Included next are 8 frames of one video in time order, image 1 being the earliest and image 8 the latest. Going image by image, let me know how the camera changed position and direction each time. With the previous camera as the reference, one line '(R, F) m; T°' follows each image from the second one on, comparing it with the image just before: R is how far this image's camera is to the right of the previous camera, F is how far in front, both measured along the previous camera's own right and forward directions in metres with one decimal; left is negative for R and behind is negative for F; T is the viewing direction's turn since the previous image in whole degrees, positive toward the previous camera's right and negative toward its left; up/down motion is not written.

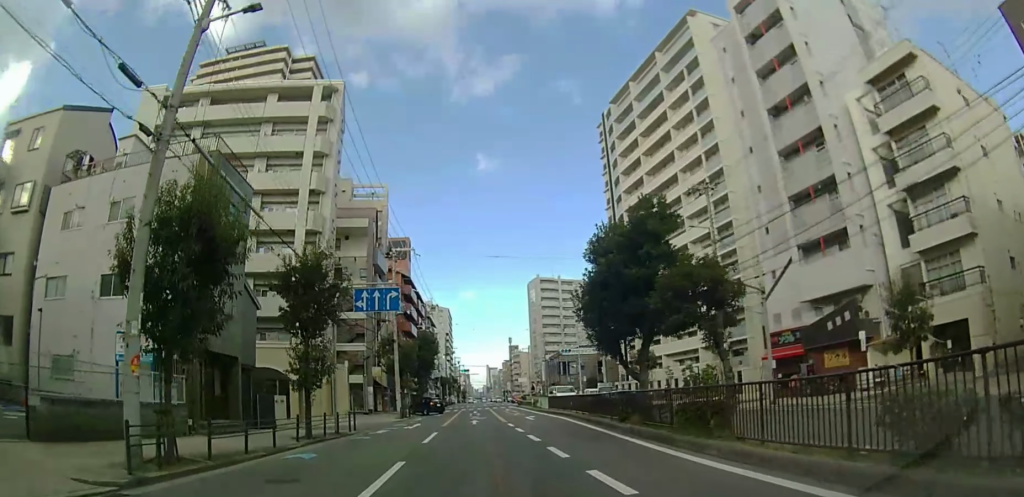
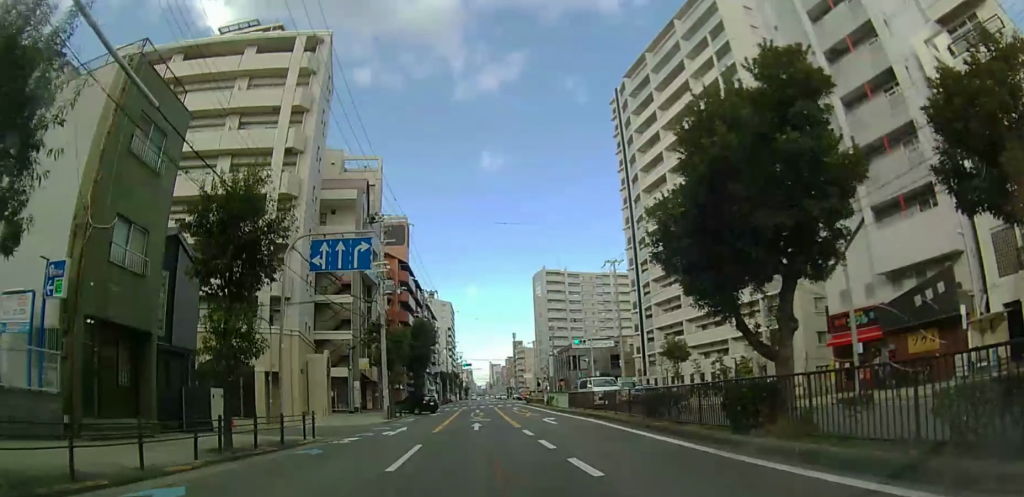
(0.0, +6.5) m; 0°
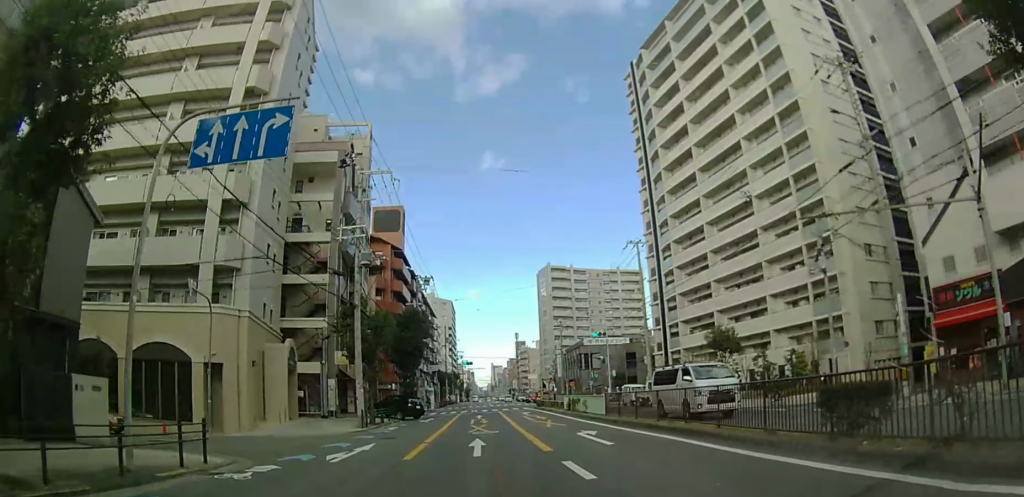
(0.0, +8.2) m; 0°
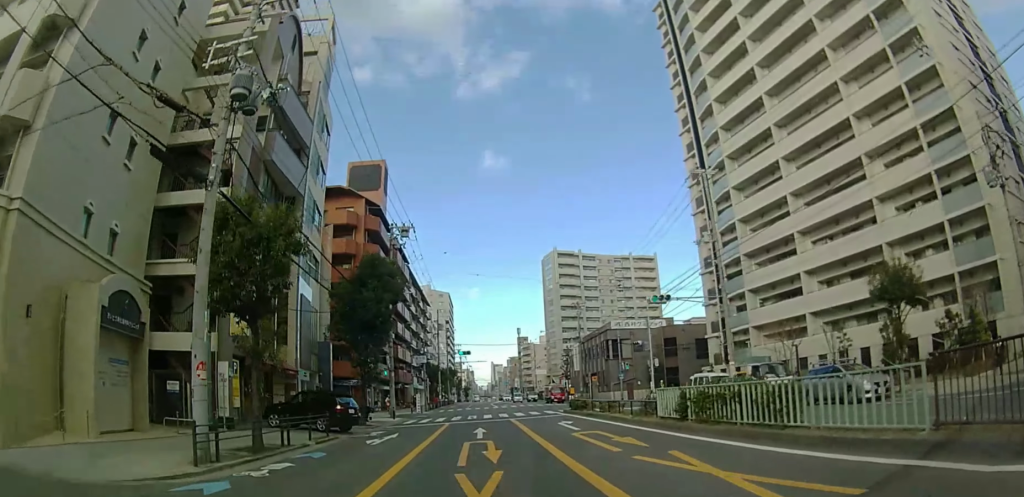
(+0.1, +16.0) m; +1°
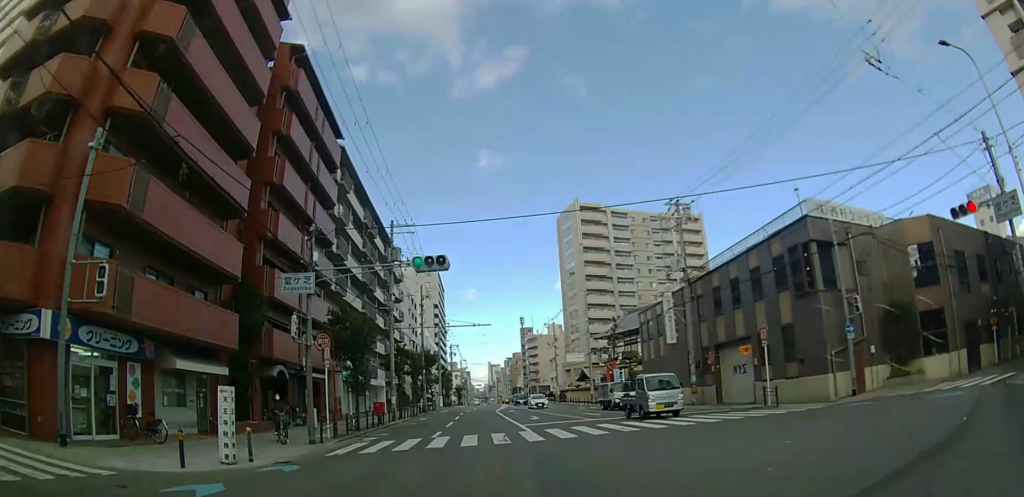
(-0.4, +38.2) m; -1°
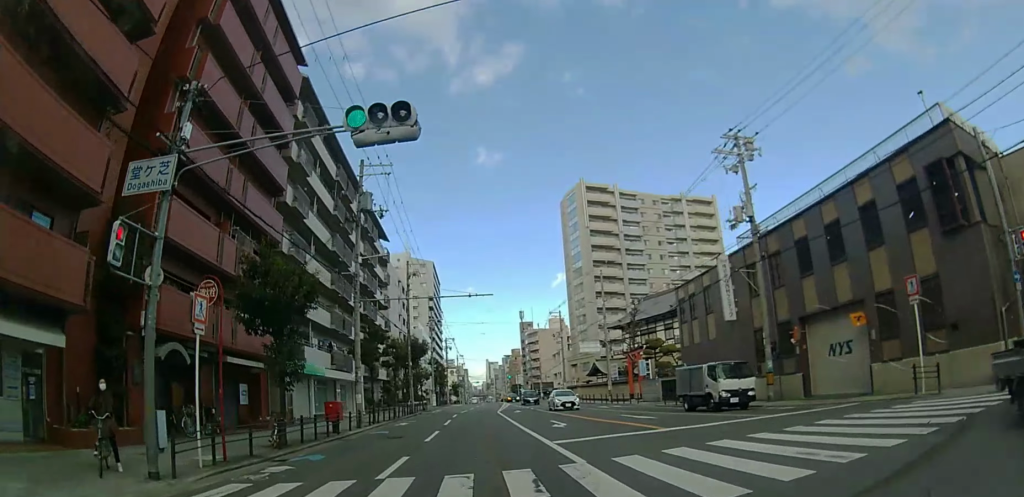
(0.0, +9.8) m; +1°
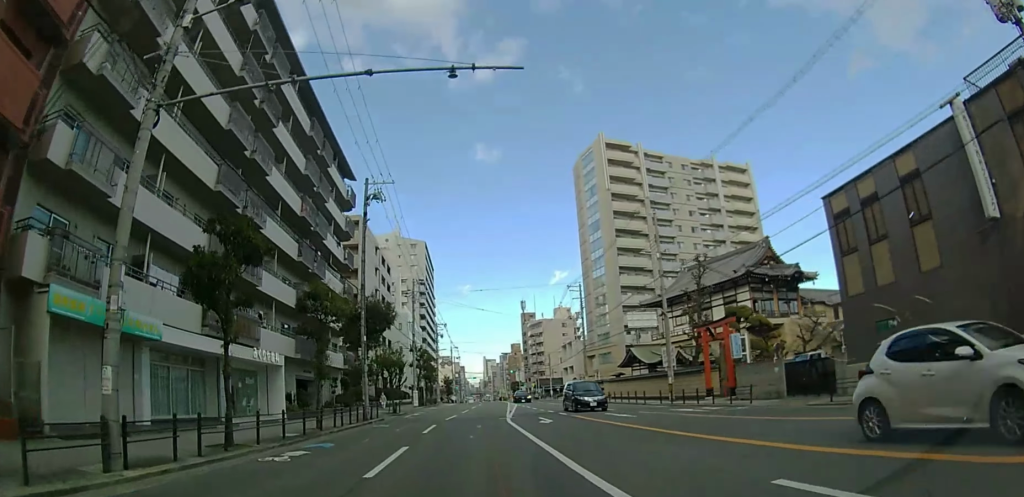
(+0.3, +18.2) m; +1°
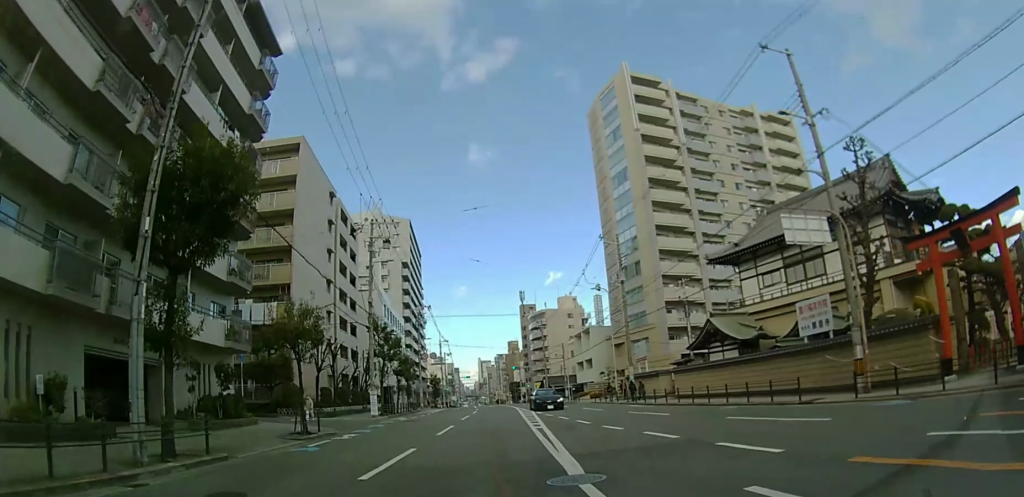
(0.0, +20.1) m; +1°
